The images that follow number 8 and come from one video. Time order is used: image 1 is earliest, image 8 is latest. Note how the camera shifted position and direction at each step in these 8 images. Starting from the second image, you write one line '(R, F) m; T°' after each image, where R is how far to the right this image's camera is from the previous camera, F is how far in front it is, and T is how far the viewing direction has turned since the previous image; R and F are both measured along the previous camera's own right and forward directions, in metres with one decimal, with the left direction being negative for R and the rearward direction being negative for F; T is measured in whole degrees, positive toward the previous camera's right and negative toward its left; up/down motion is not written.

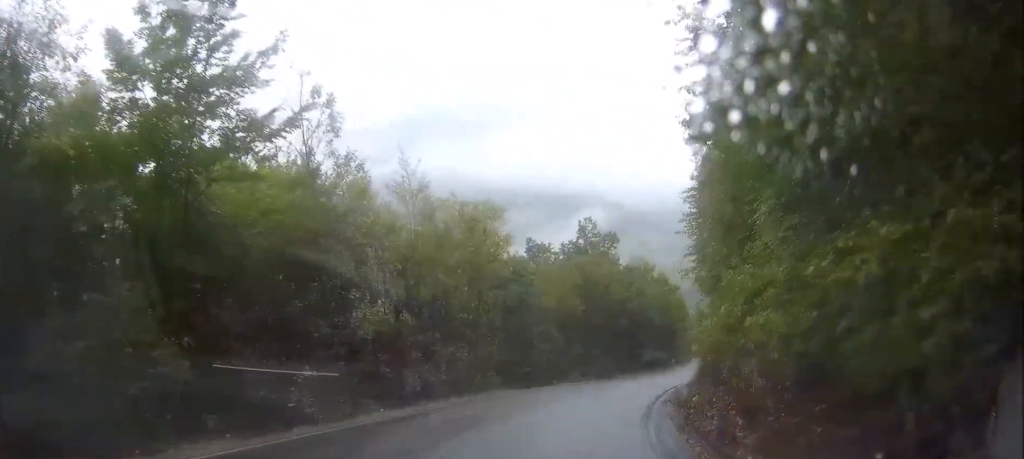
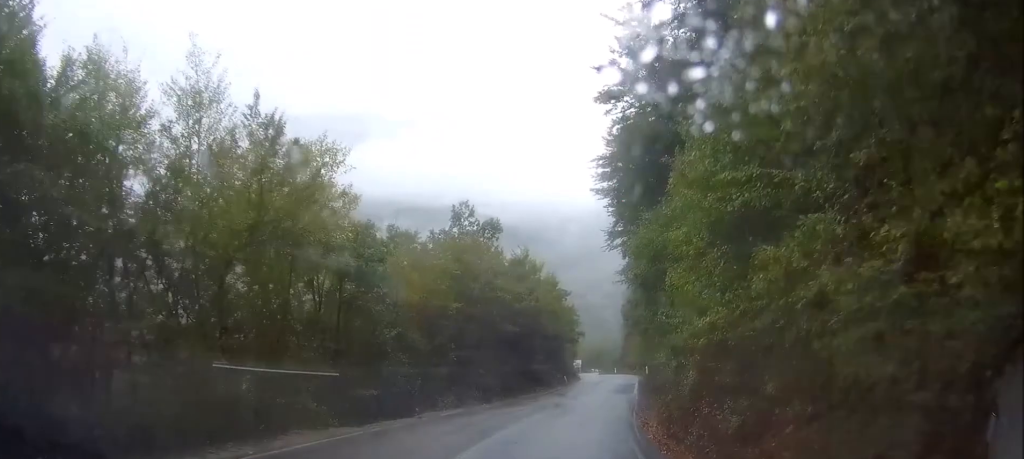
(+1.1, +11.1) m; +9°
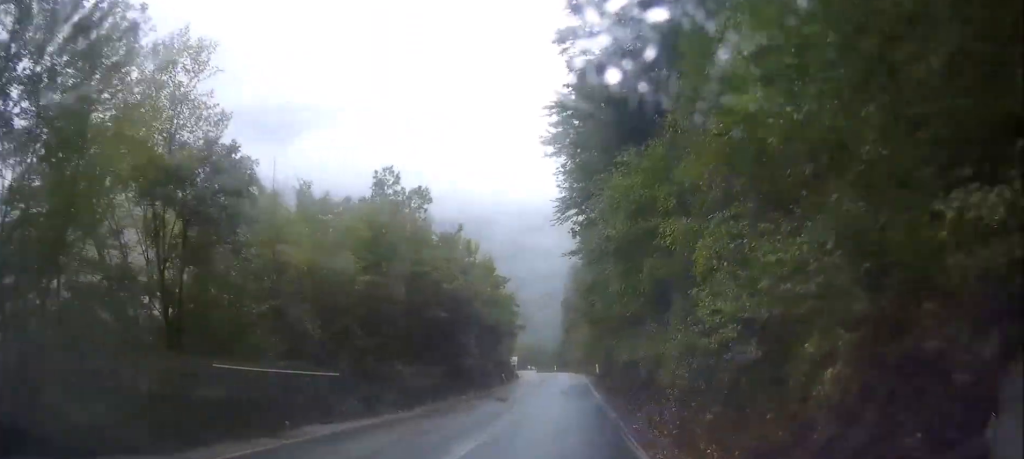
(+0.4, +7.6) m; +4°
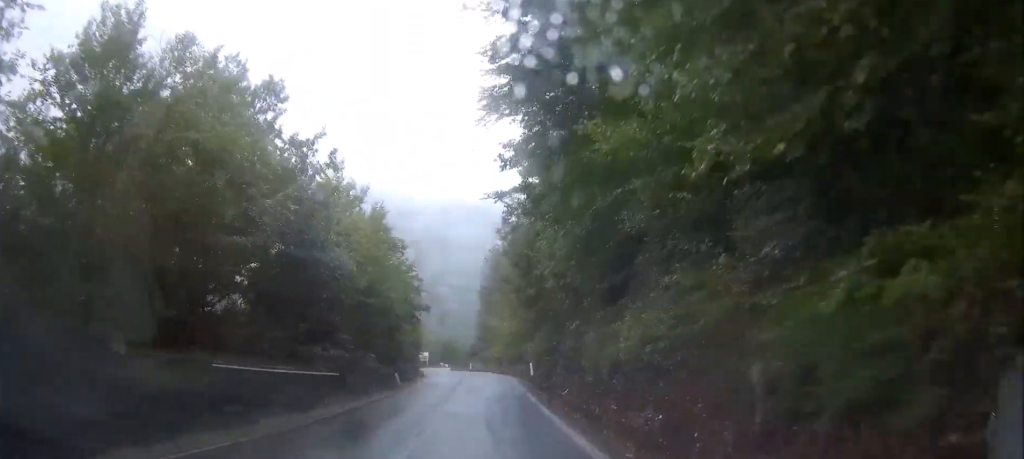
(+0.8, +15.5) m; +3°
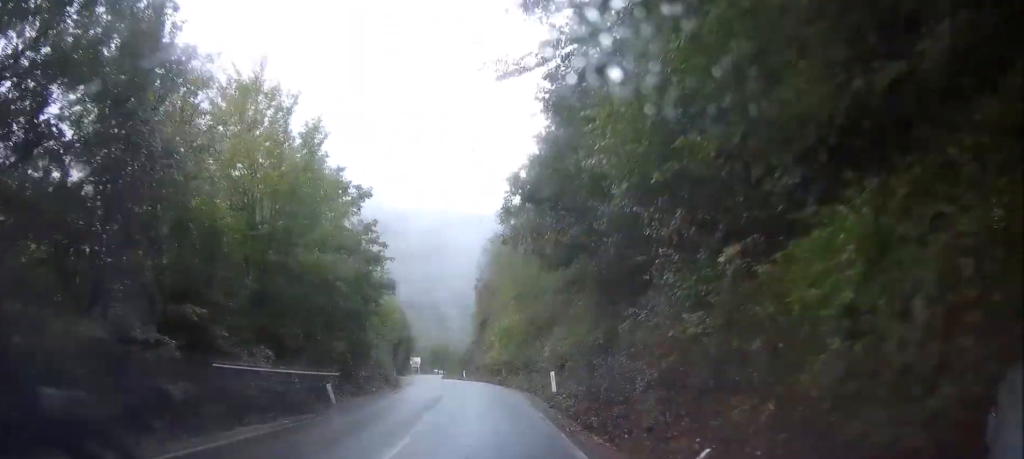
(0.0, +14.2) m; 0°
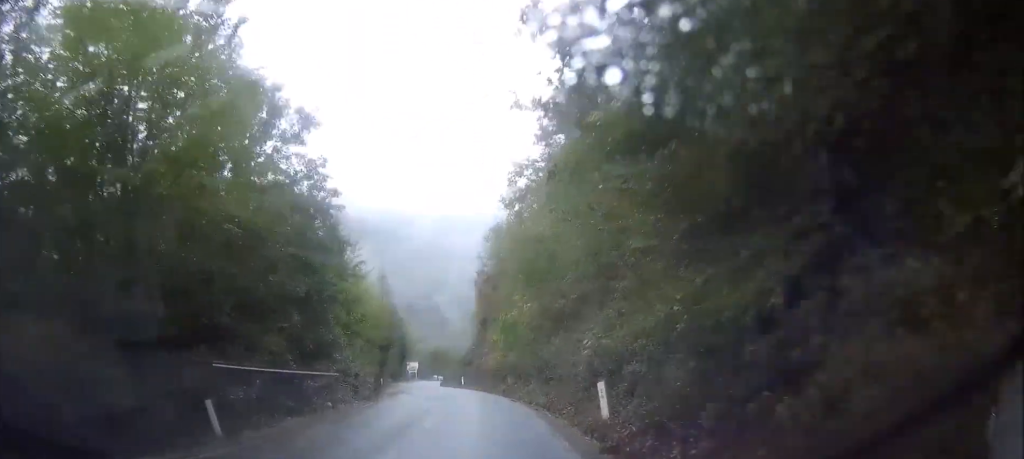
(0.0, +9.7) m; +1°
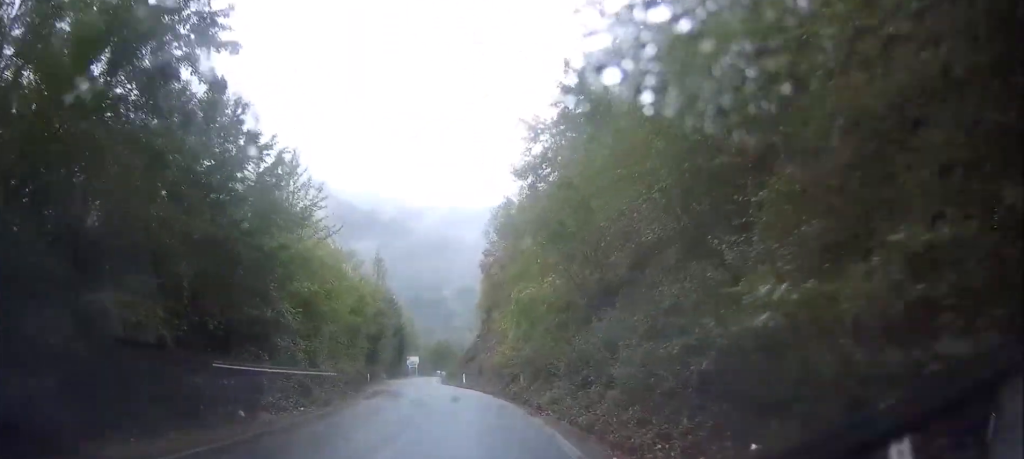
(+0.1, +9.6) m; +1°
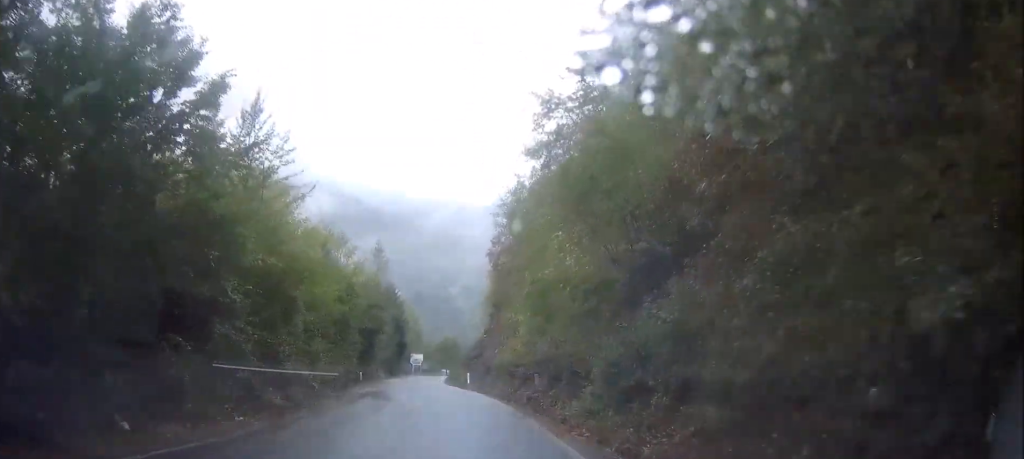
(0.0, +5.9) m; -1°
